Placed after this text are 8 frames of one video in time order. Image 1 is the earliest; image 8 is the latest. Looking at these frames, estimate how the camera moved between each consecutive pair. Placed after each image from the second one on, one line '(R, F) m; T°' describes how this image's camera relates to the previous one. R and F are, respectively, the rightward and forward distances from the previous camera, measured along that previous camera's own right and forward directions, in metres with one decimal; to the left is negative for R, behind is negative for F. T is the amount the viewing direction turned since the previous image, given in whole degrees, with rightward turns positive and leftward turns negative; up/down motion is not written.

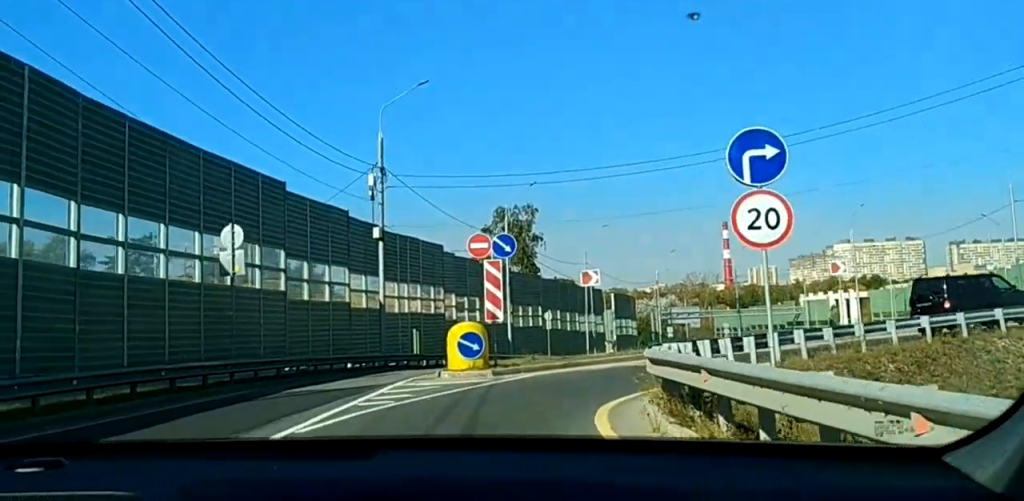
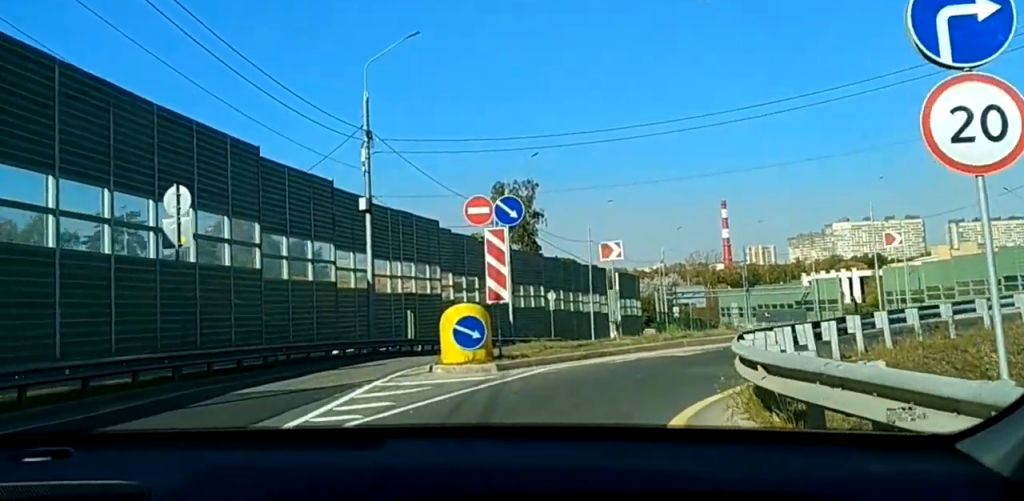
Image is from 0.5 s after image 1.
(+0.1, +5.4) m; +1°
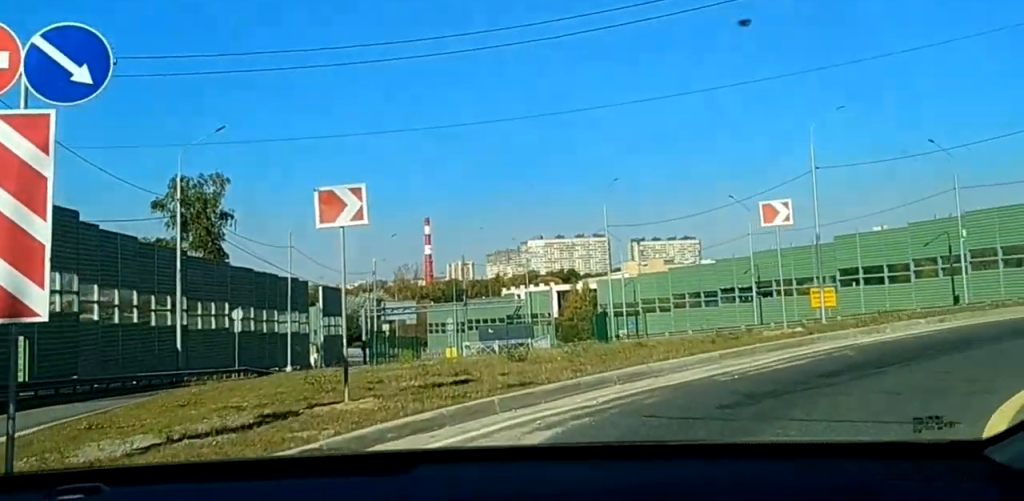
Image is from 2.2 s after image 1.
(+1.3, +15.4) m; +14°
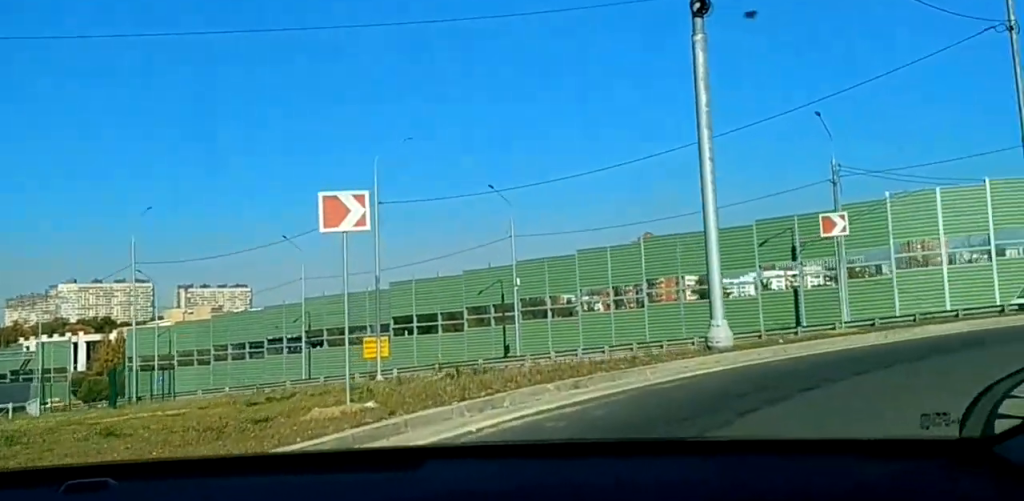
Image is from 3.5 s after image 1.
(+1.1, +9.6) m; +23°
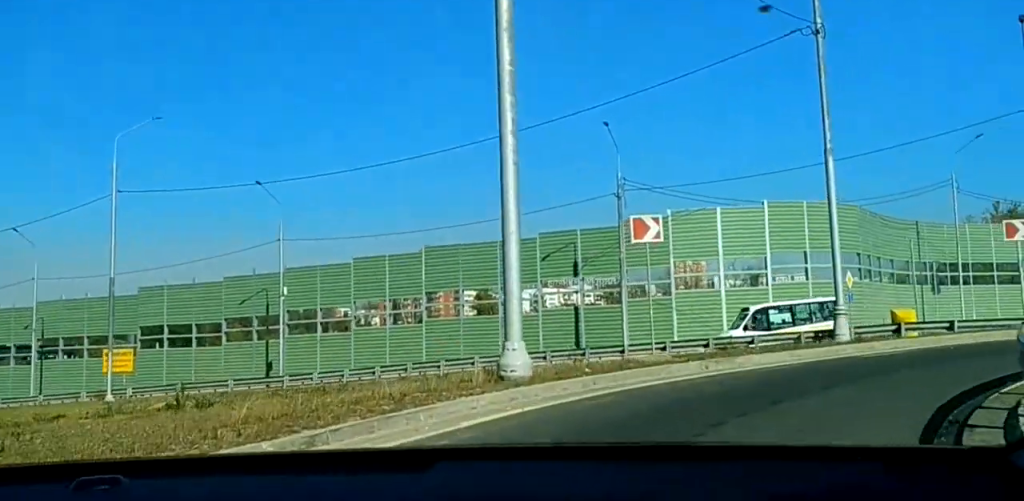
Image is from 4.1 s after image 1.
(+0.9, +4.5) m; +15°
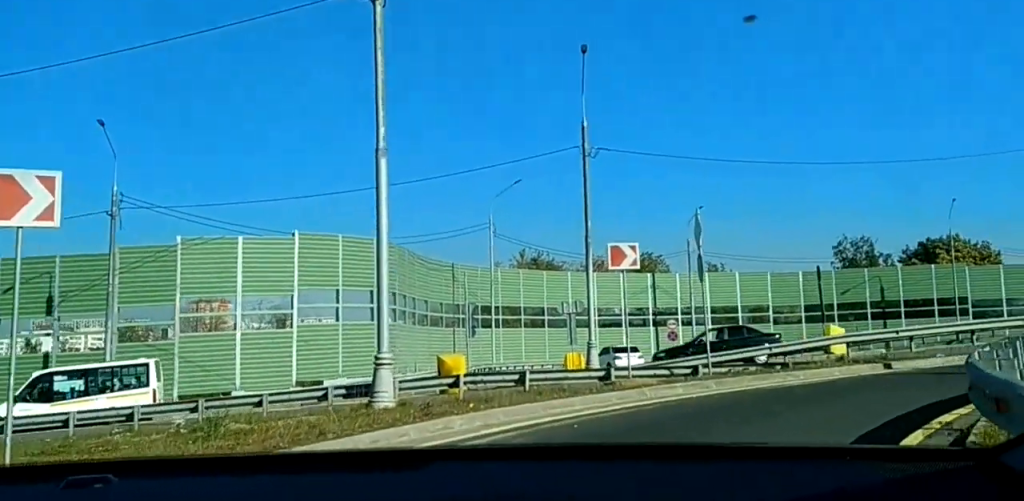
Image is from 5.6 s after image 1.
(+2.6, +10.4) m; +25°
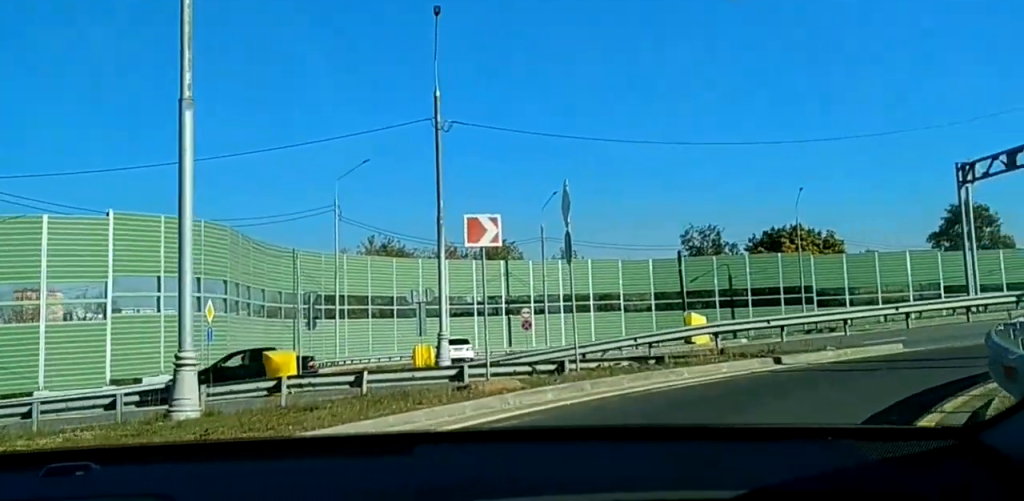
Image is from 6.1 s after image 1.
(+0.4, +4.1) m; +8°
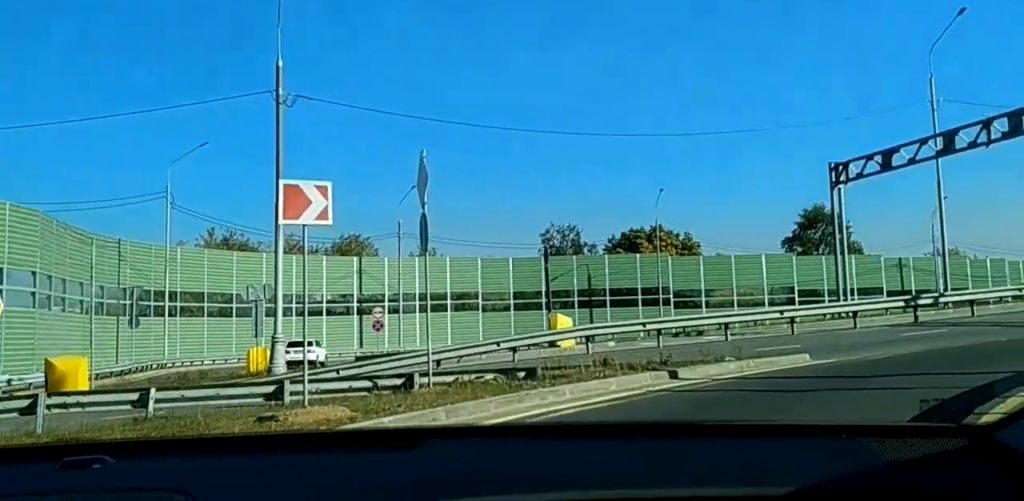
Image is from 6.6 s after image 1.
(0.0, +4.5) m; +9°
